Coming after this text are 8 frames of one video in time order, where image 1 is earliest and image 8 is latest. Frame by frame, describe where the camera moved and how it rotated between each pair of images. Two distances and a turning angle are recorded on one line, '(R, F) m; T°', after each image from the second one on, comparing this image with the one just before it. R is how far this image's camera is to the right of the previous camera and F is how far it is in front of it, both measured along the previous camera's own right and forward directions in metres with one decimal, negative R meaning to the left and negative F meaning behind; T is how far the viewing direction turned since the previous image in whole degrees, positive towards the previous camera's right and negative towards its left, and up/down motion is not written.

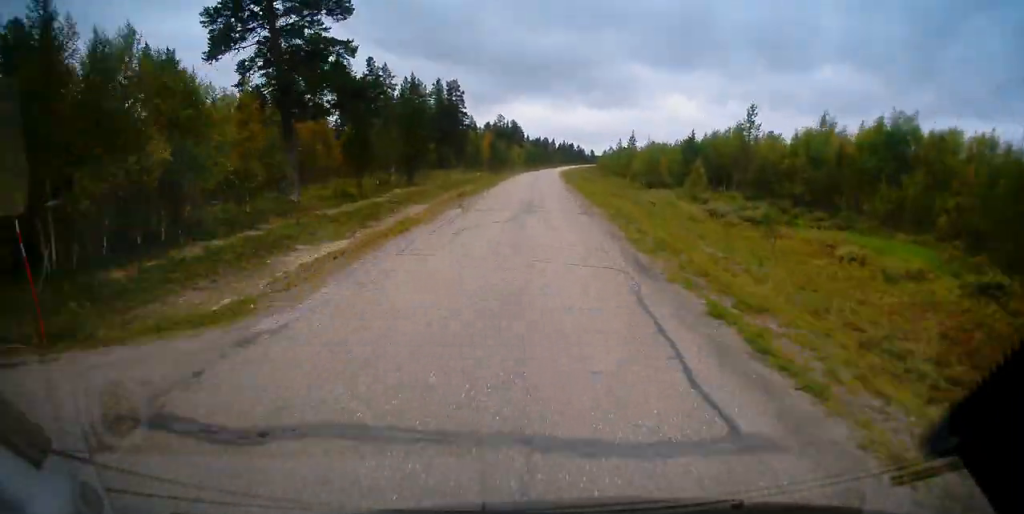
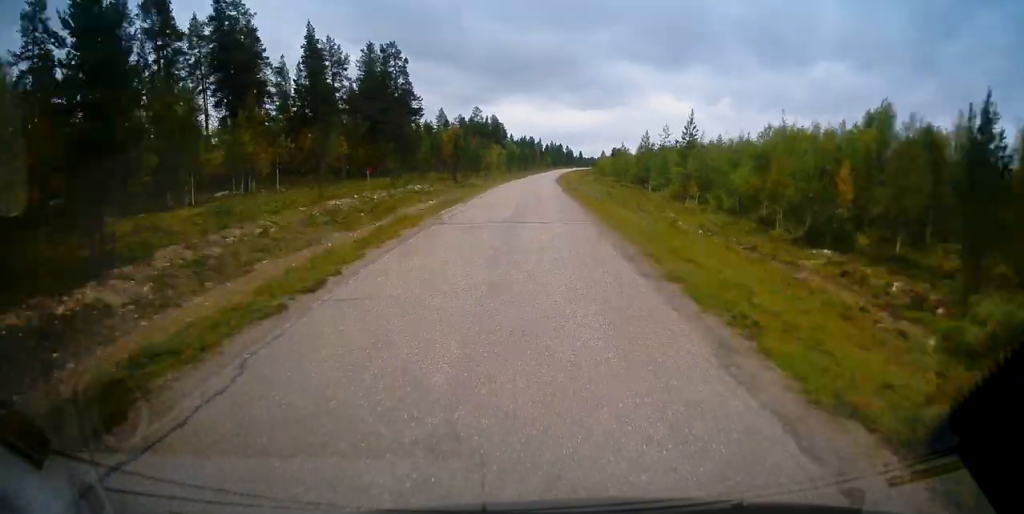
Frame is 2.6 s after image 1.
(+0.4, +40.0) m; +1°
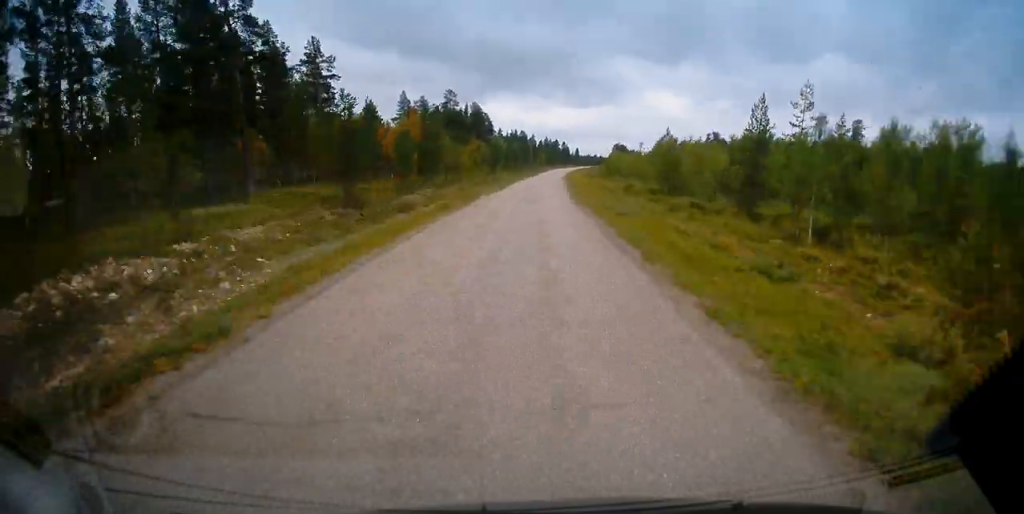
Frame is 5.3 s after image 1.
(+0.5, +42.3) m; +1°
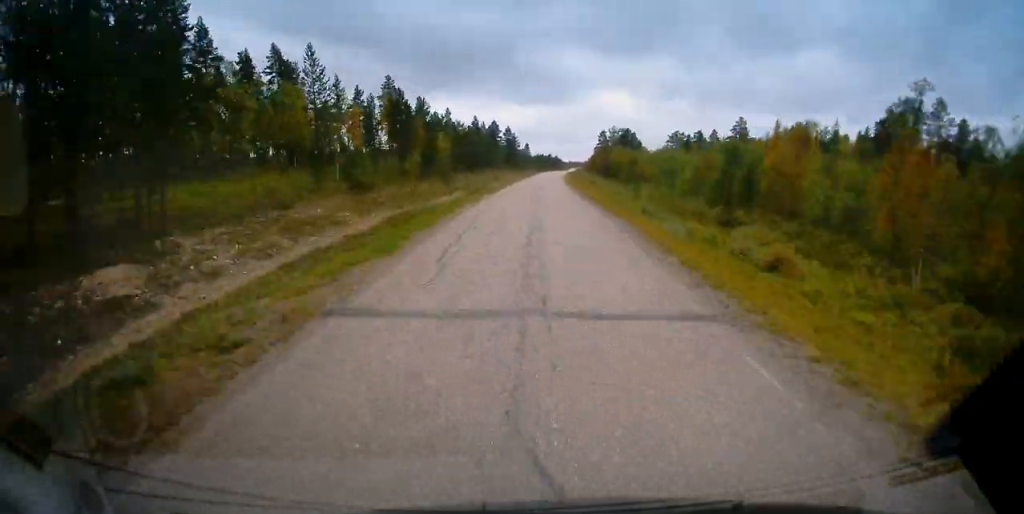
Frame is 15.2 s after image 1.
(+7.0, +154.4) m; +5°
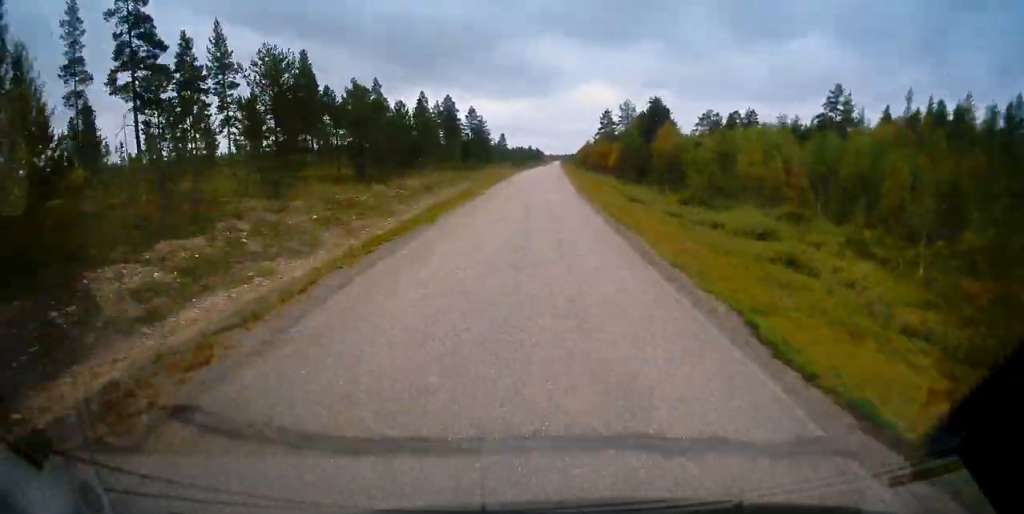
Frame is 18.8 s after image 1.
(+1.1, +56.2) m; +2°
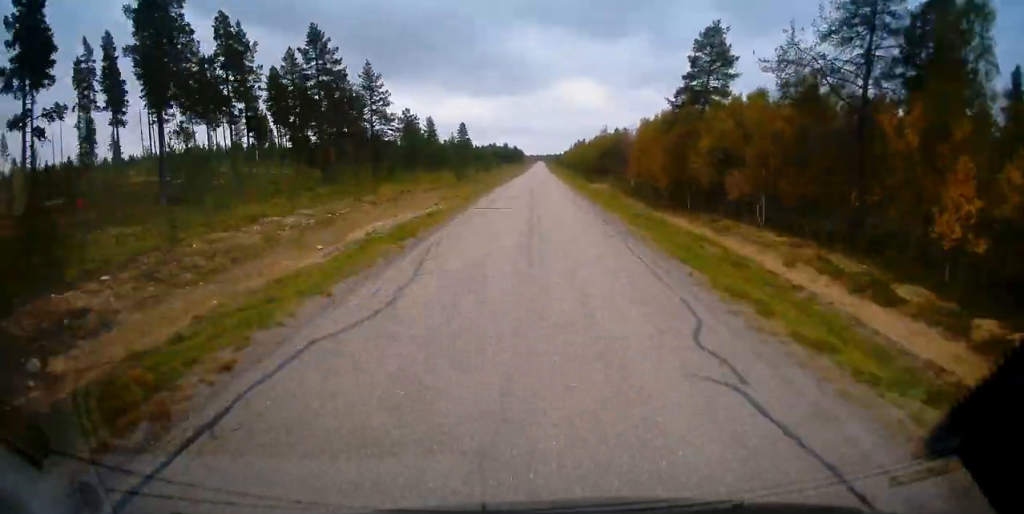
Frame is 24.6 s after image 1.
(+1.8, +91.5) m; +1°
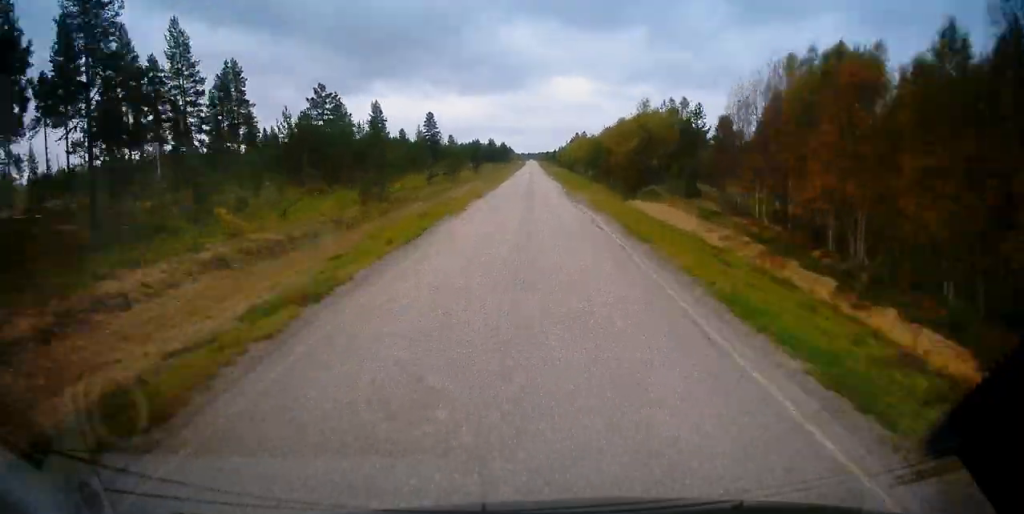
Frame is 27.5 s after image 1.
(+0.1, +44.8) m; 0°
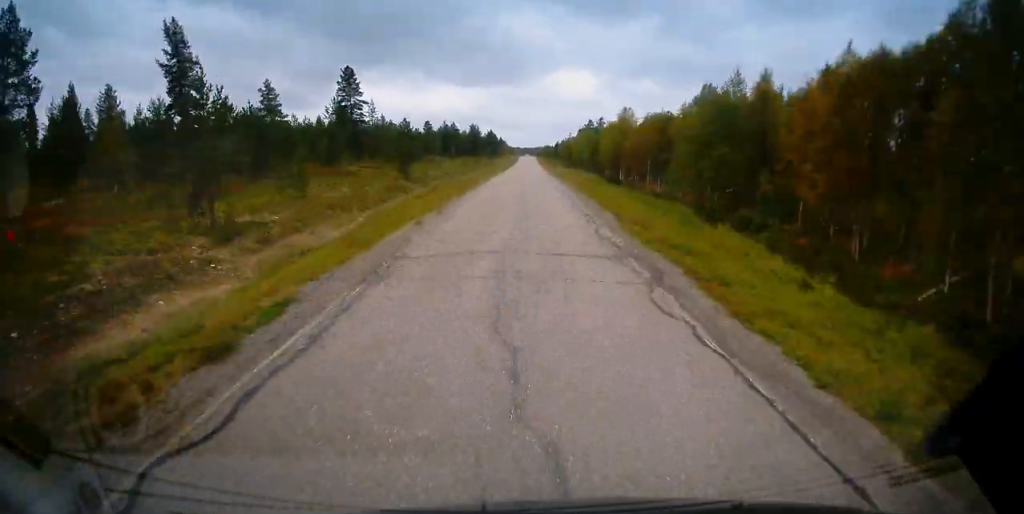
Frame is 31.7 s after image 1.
(0.0, +66.0) m; 0°
